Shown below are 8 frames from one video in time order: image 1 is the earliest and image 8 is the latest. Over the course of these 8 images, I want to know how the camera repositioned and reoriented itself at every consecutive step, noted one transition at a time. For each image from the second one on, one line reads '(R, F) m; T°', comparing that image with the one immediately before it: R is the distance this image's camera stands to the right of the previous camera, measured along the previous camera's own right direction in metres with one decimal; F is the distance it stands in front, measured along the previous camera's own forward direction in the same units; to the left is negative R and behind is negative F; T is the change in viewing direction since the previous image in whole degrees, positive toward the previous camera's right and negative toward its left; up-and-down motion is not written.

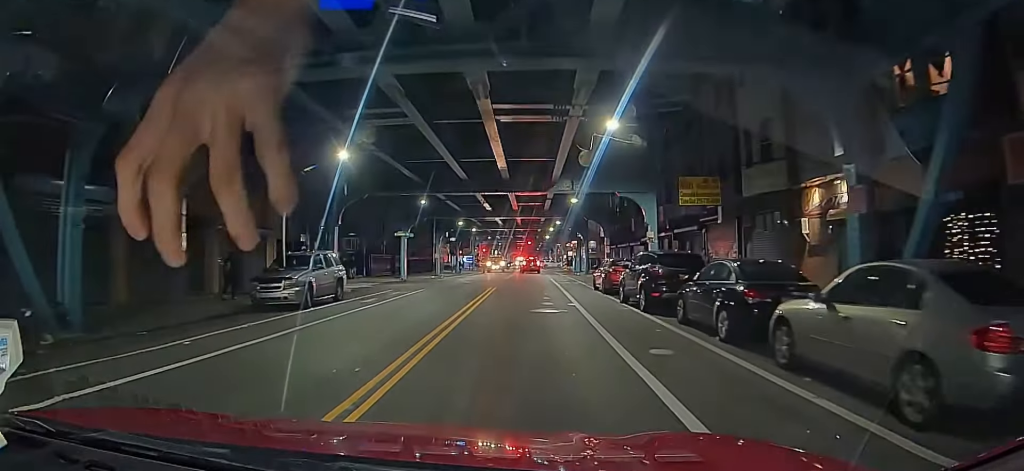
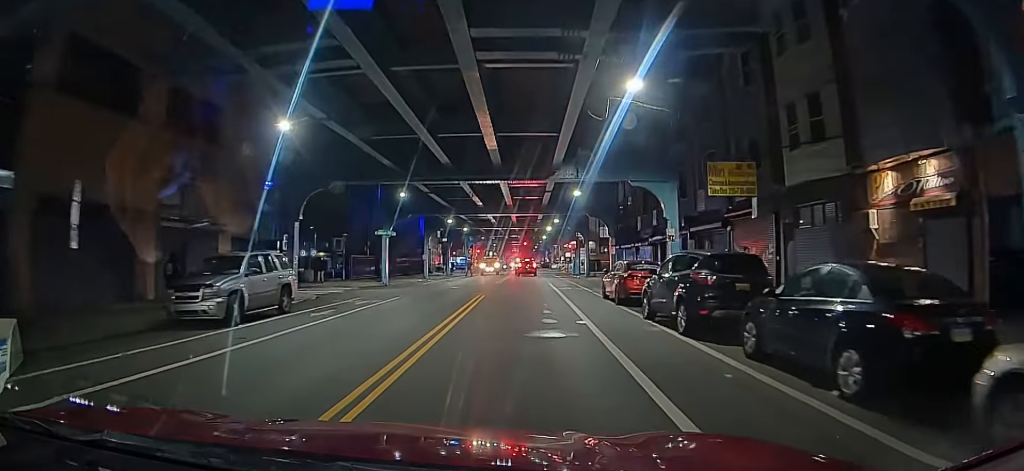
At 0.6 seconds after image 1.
(+0.1, +3.1) m; 0°
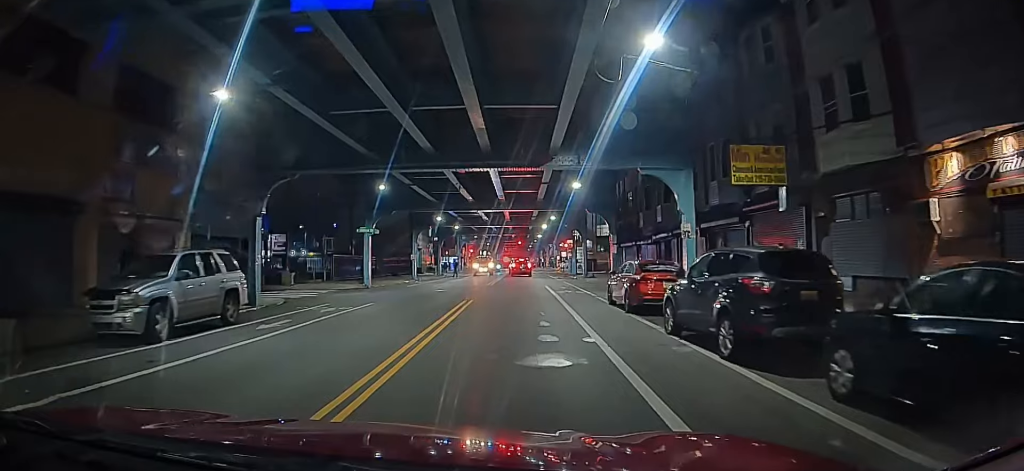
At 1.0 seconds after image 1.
(0.0, +2.0) m; -2°
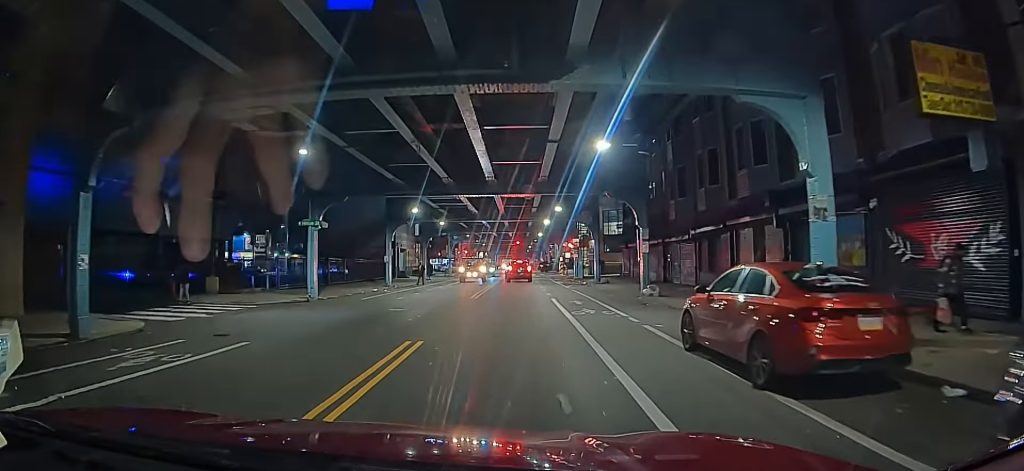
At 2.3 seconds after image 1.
(-0.5, +7.1) m; +1°
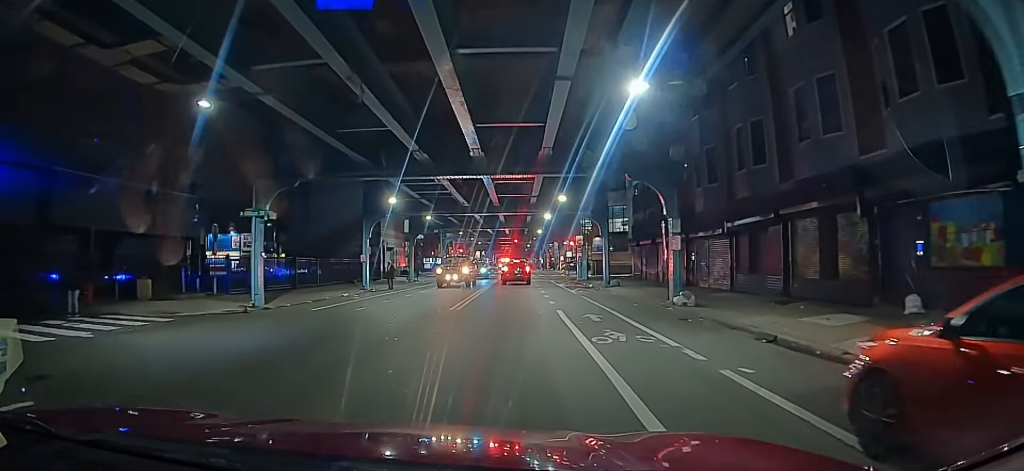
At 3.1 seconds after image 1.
(+0.5, +4.6) m; +6°
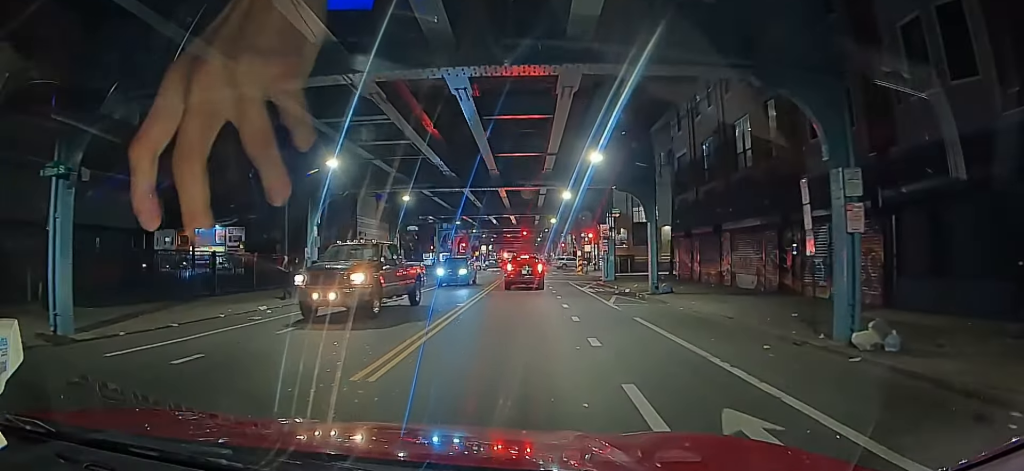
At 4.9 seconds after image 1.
(+0.8, +8.6) m; +12°
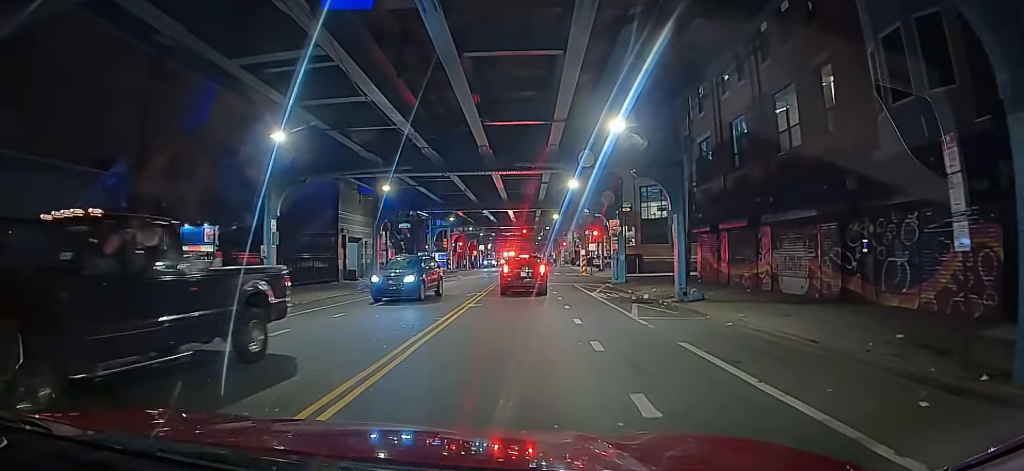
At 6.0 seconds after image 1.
(+0.2, +3.6) m; +3°
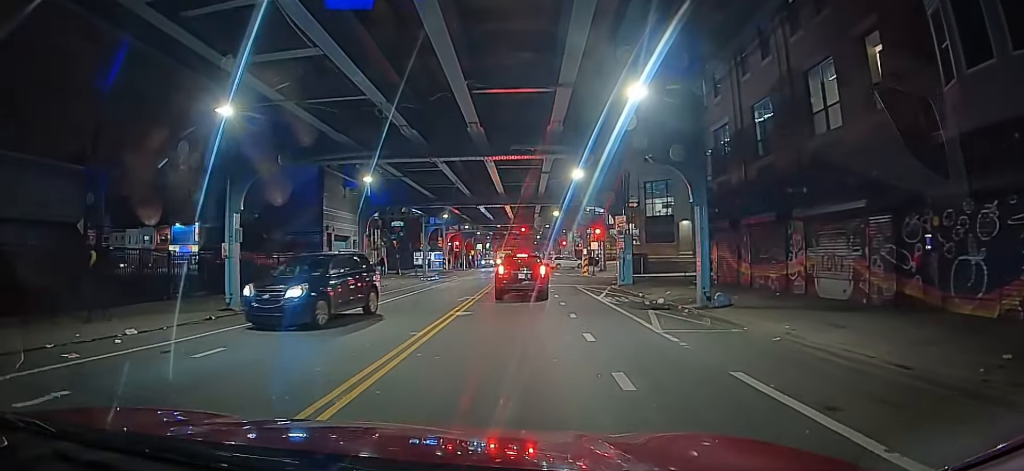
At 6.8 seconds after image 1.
(0.0, +2.3) m; -2°
